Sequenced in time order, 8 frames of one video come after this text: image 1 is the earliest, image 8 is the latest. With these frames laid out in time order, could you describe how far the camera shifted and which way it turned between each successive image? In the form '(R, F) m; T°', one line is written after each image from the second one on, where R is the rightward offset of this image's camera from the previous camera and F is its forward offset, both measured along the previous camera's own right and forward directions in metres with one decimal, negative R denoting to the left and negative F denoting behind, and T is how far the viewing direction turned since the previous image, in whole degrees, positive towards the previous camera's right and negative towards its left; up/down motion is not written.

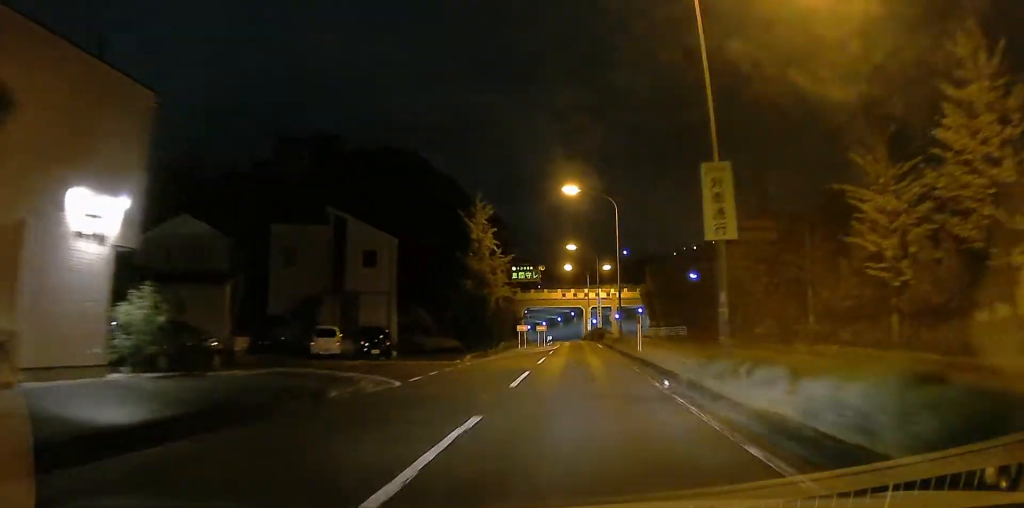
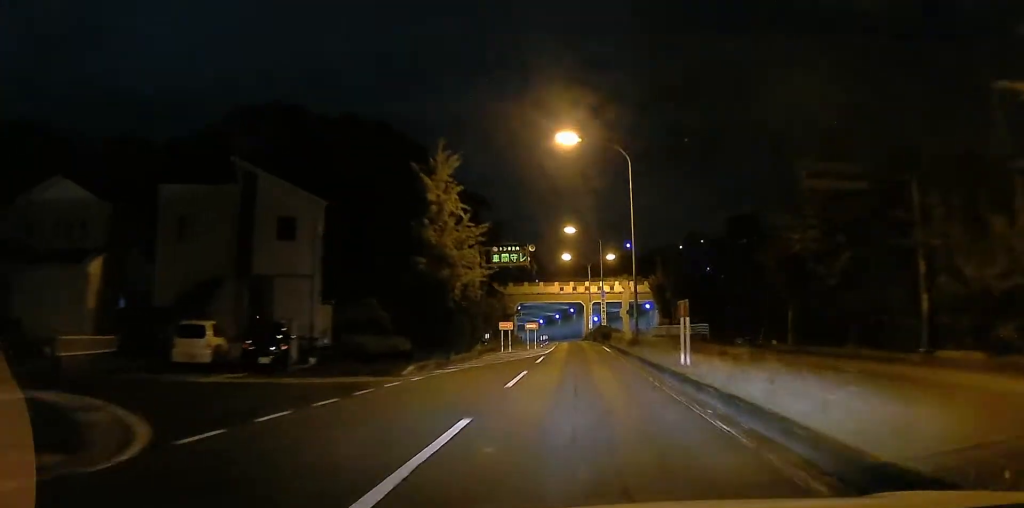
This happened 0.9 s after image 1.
(+0.5, +10.5) m; 0°
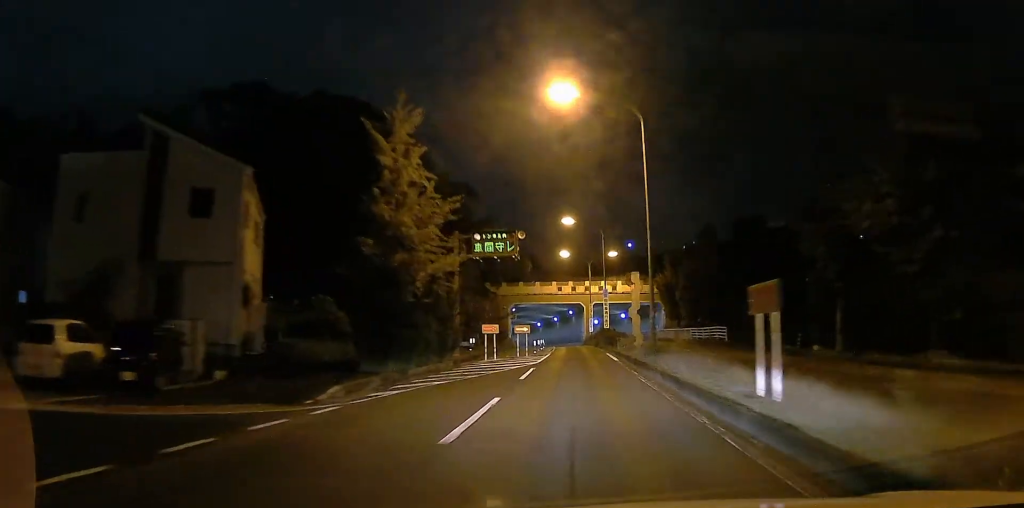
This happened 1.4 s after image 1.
(-0.2, +6.5) m; +1°
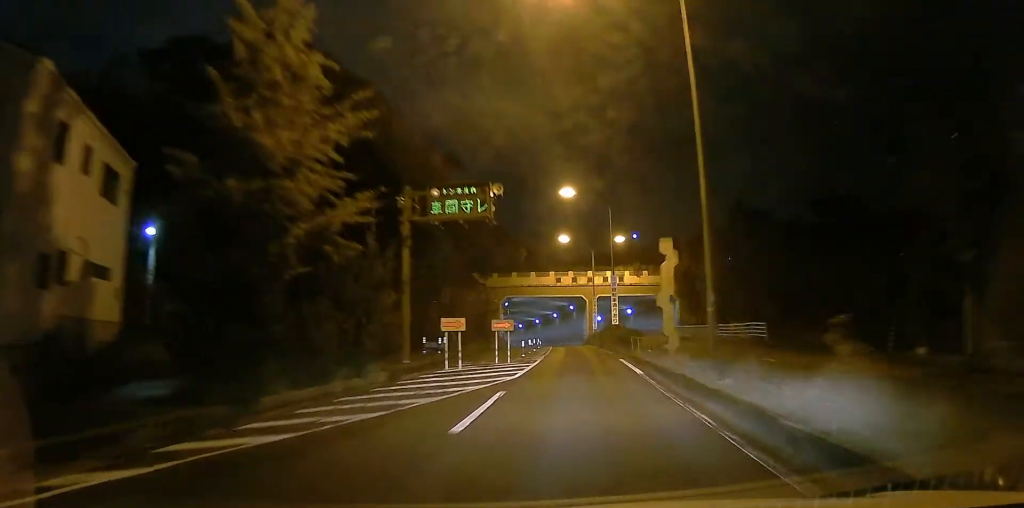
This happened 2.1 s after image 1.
(-0.3, +9.5) m; +1°
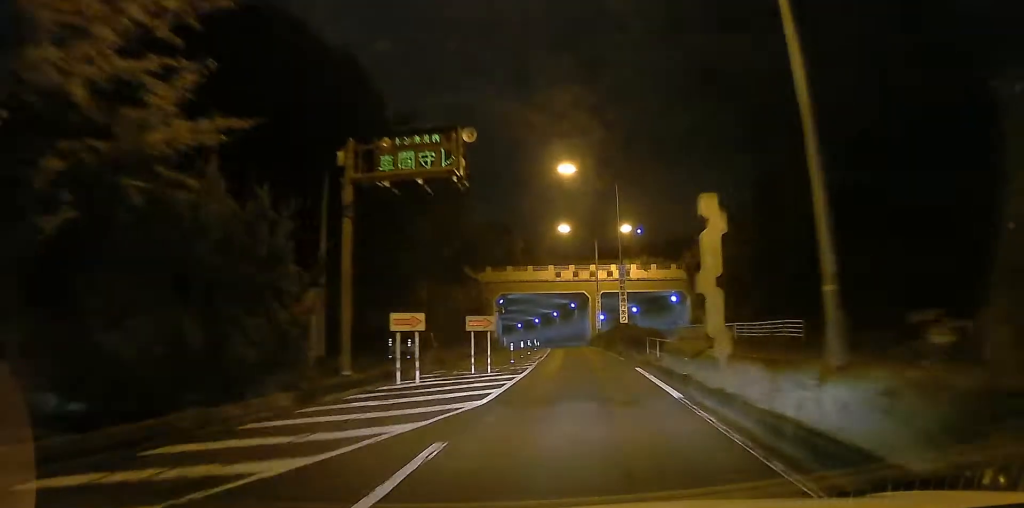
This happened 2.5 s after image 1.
(+0.5, +5.9) m; 0°
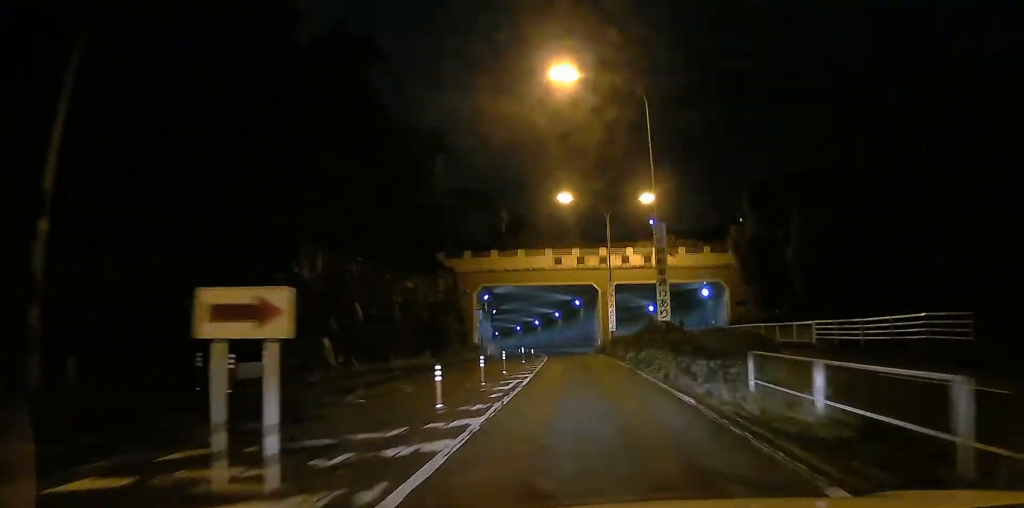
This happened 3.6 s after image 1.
(-0.2, +13.8) m; -3°
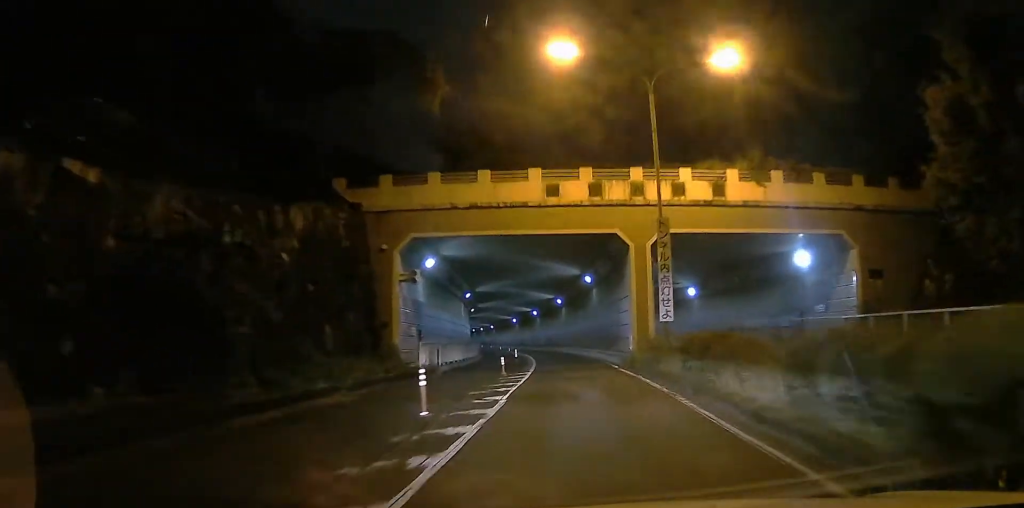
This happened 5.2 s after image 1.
(-0.8, +21.6) m; -2°
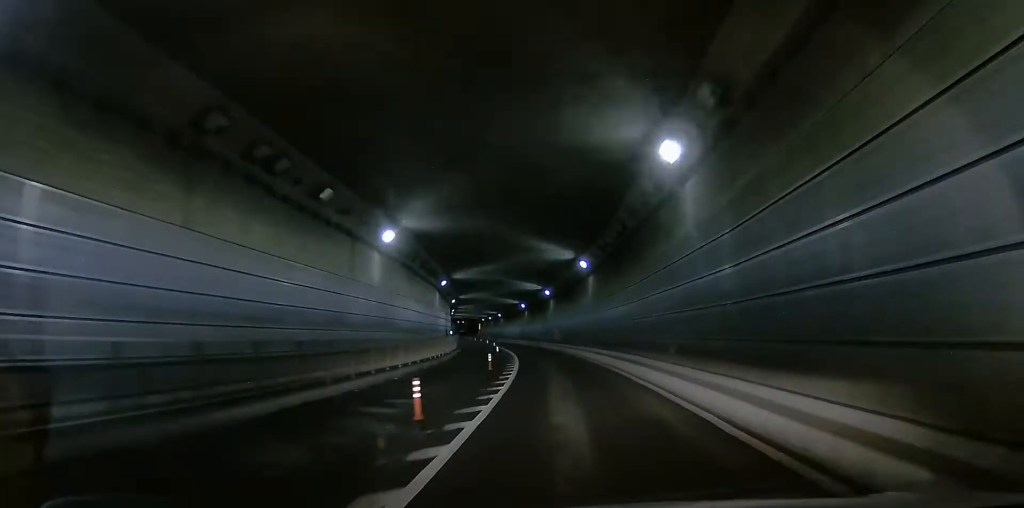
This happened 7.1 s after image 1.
(0.0, +25.6) m; -1°
